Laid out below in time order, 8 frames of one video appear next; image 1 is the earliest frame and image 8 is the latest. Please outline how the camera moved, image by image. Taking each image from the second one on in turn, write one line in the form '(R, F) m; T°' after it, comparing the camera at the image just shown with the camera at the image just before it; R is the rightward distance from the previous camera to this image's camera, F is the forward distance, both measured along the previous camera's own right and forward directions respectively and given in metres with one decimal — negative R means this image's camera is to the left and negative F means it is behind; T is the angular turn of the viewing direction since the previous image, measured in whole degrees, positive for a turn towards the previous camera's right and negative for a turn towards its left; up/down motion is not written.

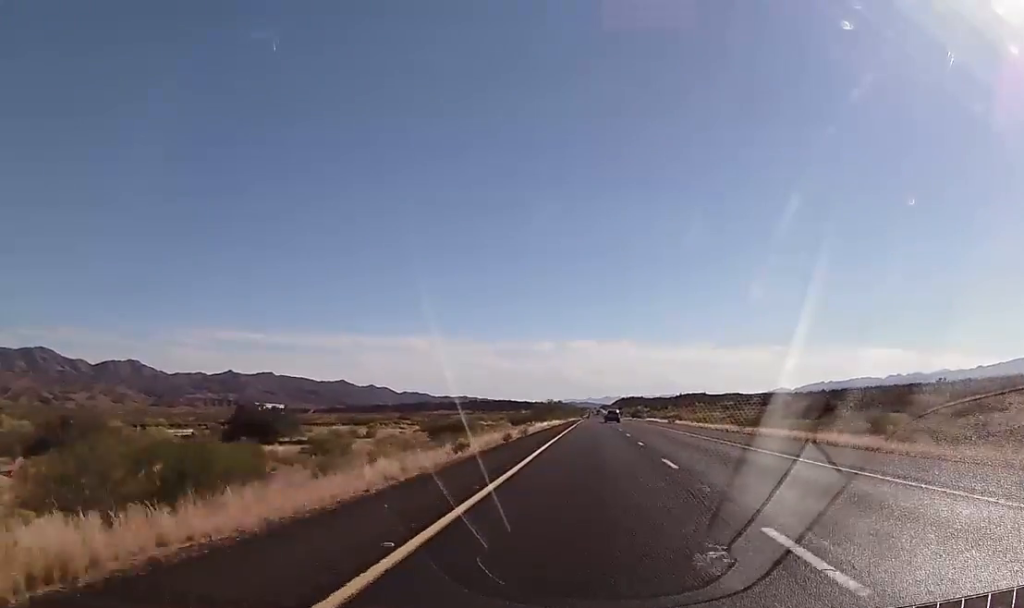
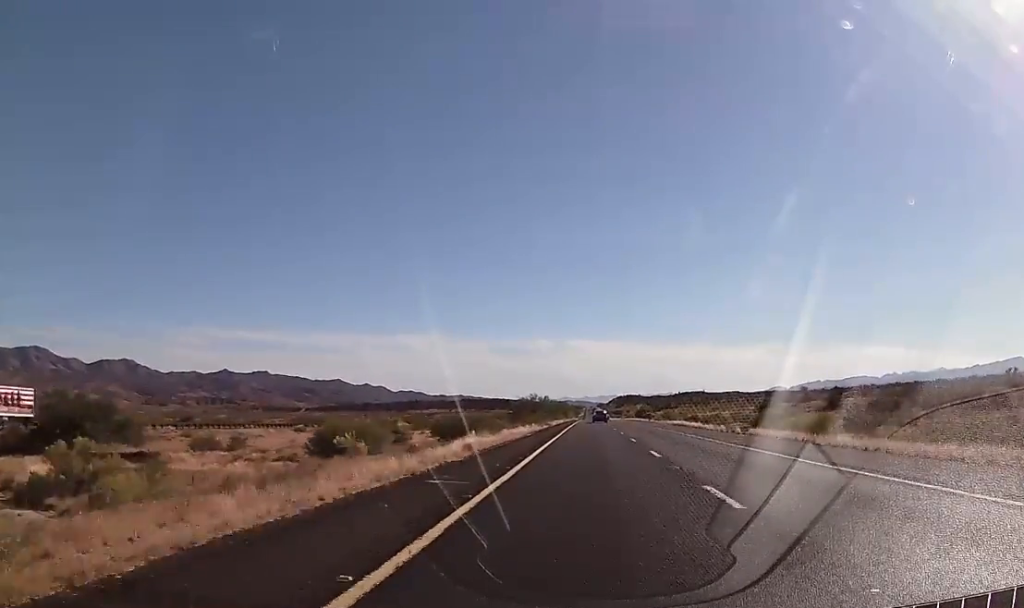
(0.0, +44.0) m; +1°
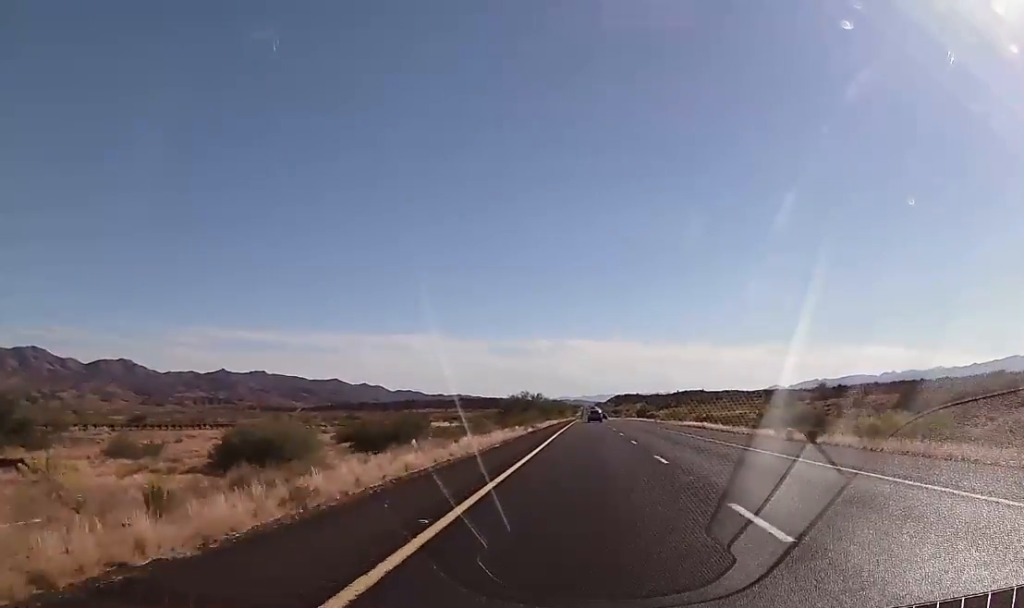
(+0.1, +15.0) m; 0°
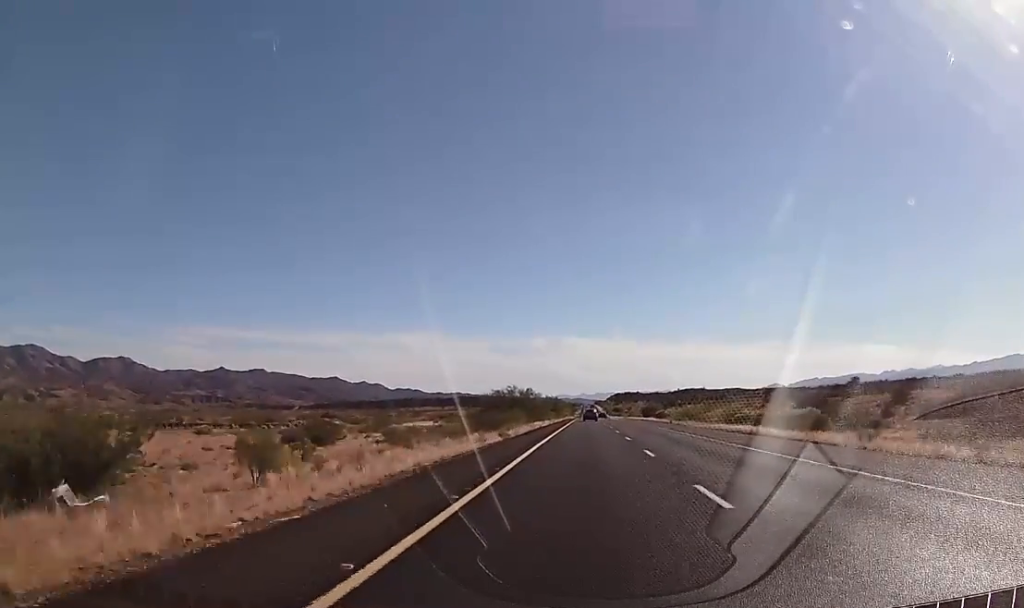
(+0.2, +21.3) m; 0°
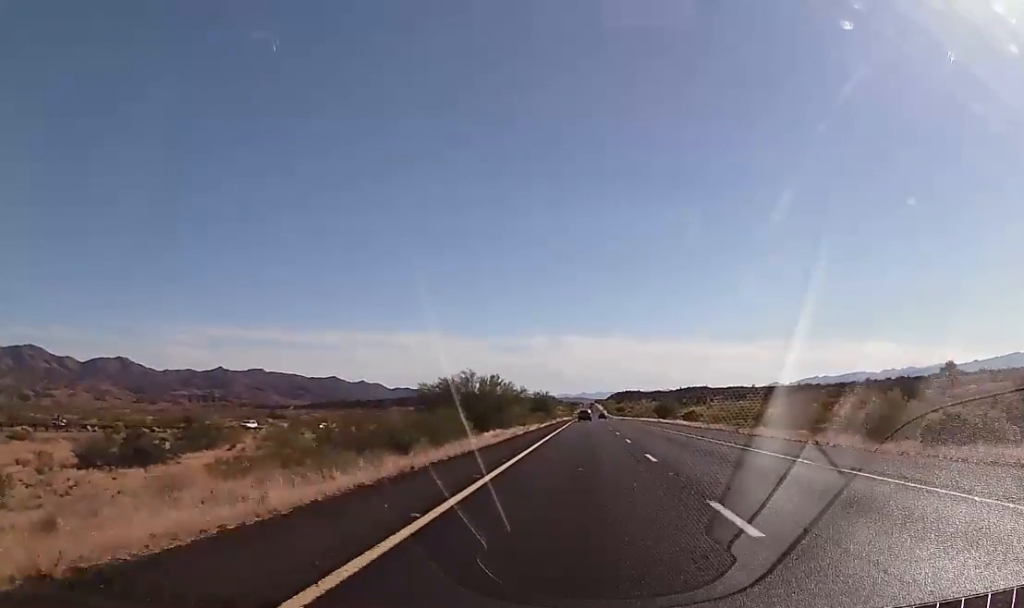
(-0.3, +39.2) m; -1°
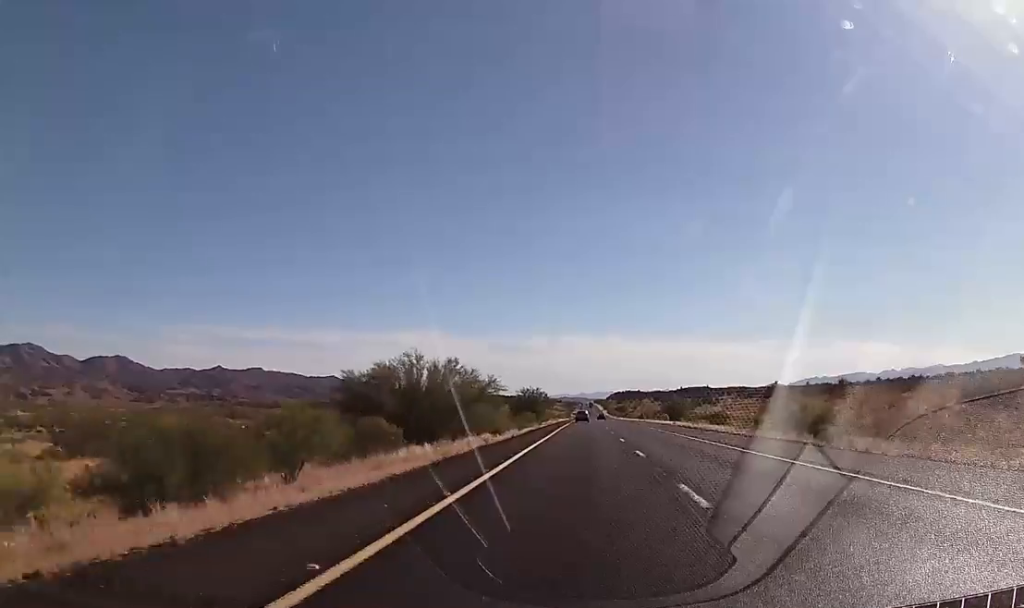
(0.0, +21.6) m; 0°
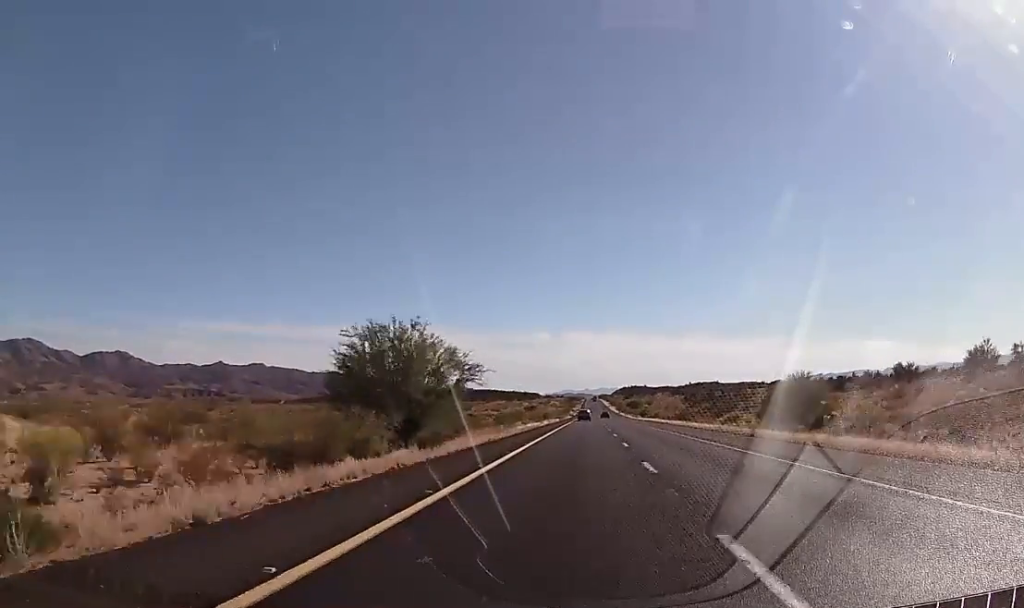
(+0.6, +80.0) m; +1°
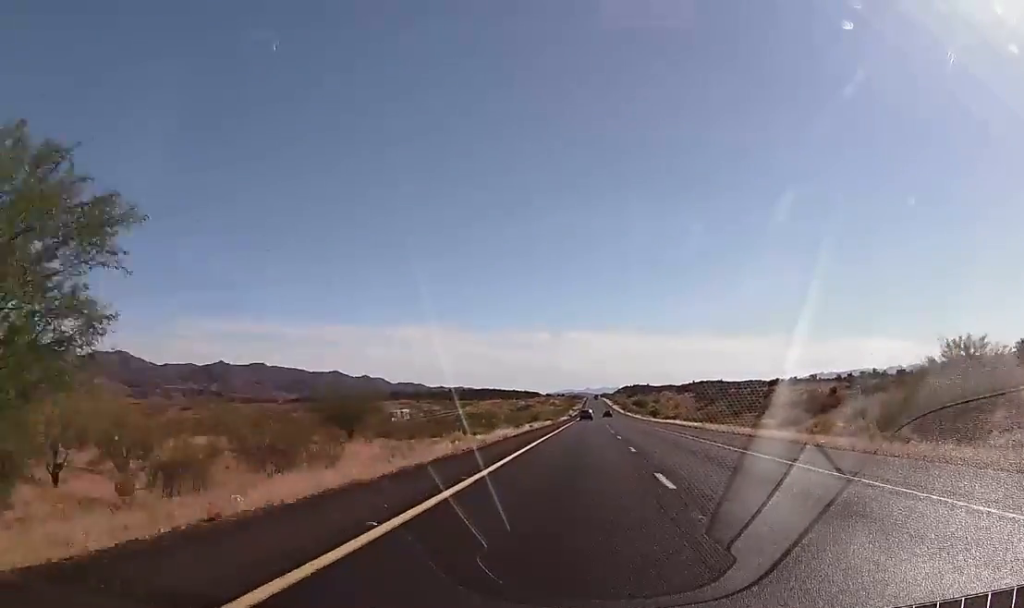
(+0.1, +27.9) m; 0°
